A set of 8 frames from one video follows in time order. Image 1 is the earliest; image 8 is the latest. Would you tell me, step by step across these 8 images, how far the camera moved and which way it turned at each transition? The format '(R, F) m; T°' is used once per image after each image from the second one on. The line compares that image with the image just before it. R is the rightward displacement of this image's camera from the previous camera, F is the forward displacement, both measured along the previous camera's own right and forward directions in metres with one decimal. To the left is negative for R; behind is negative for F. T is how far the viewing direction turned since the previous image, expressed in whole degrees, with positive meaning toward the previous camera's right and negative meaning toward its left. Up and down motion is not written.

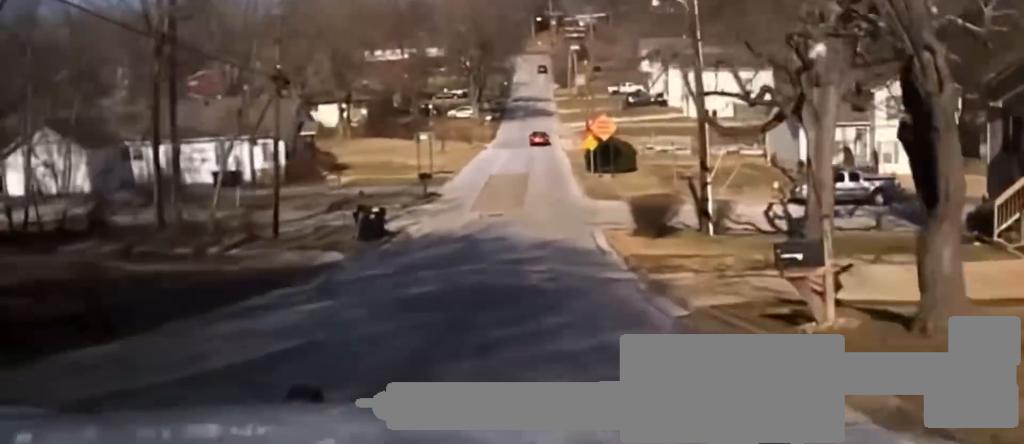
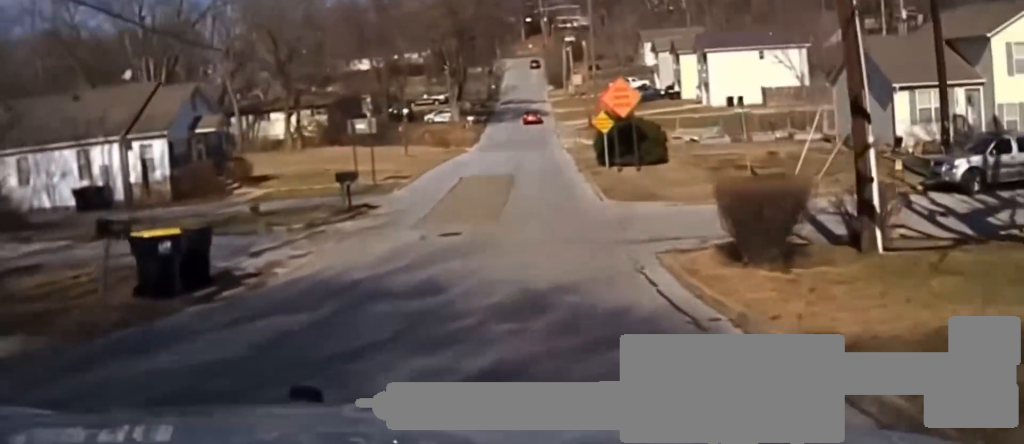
(-0.1, +15.3) m; 0°
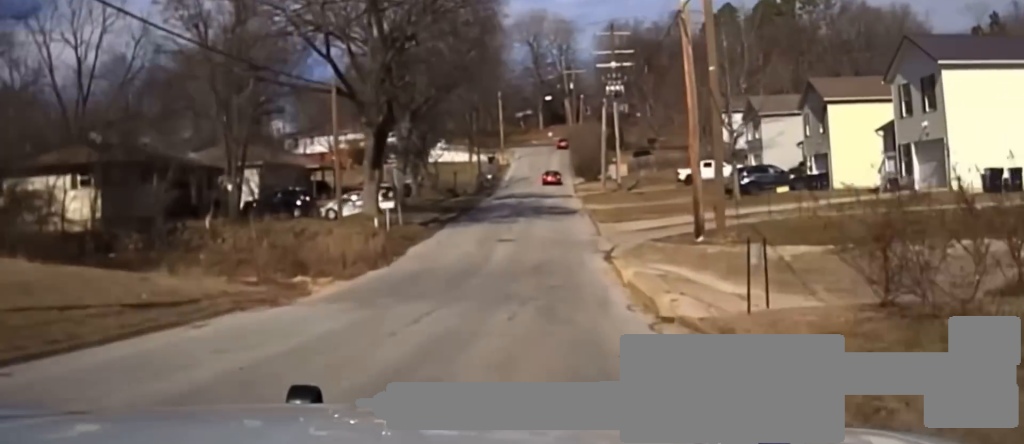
(-0.1, +42.5) m; -1°
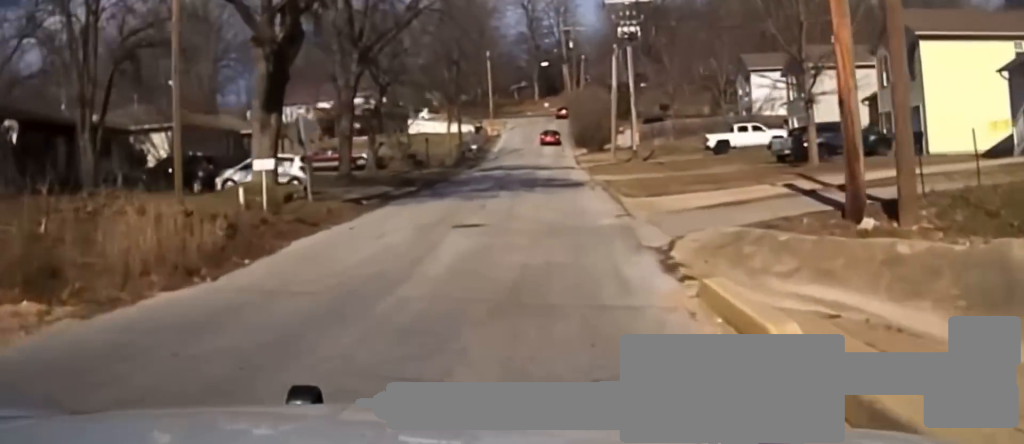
(-0.1, +14.2) m; 0°
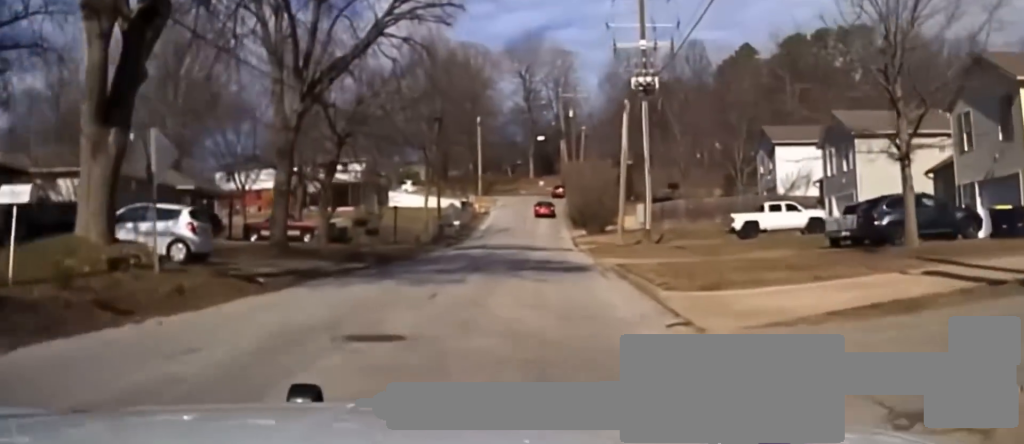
(0.0, +8.6) m; 0°
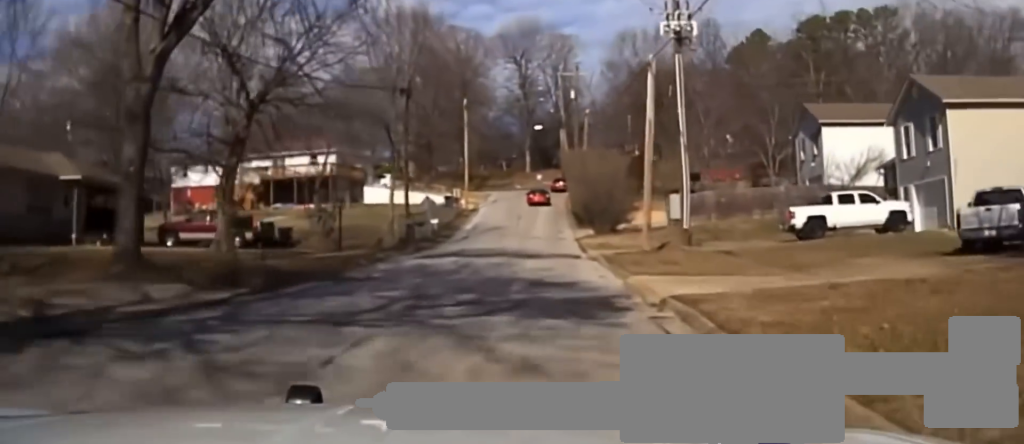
(0.0, +12.1) m; 0°
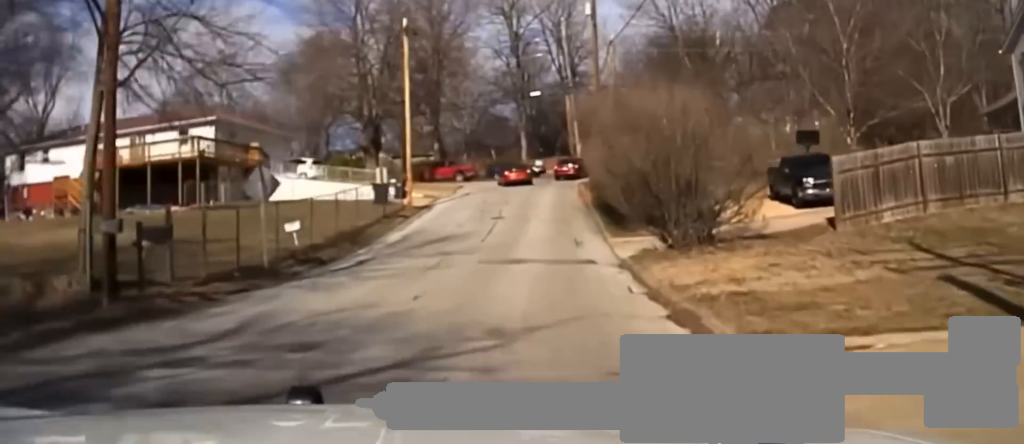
(0.0, +30.1) m; 0°
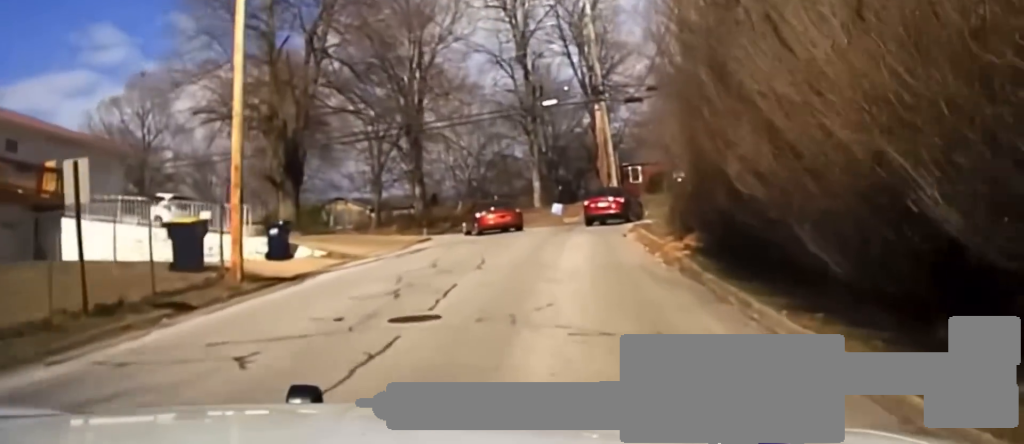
(0.0, +26.9) m; 0°
